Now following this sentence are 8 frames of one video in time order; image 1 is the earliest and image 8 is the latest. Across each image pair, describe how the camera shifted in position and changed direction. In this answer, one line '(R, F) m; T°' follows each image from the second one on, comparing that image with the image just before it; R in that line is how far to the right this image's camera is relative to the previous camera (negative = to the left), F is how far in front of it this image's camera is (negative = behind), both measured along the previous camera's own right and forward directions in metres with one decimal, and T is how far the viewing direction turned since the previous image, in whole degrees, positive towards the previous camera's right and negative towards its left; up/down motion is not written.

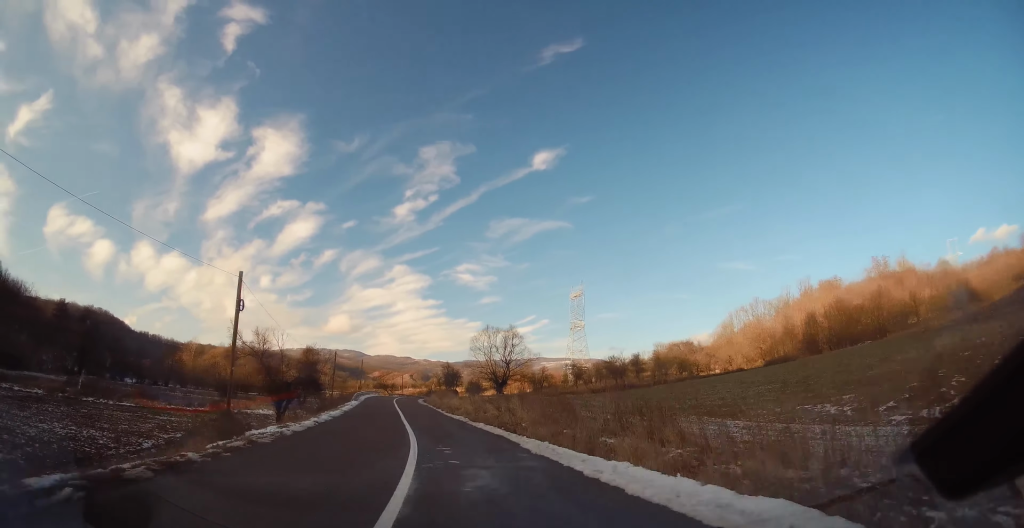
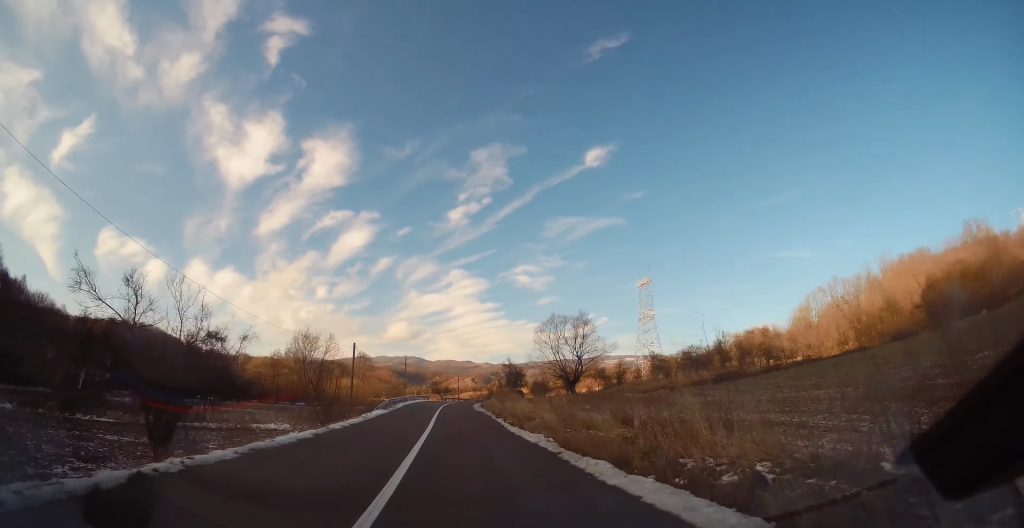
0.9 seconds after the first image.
(-0.5, +15.1) m; -4°
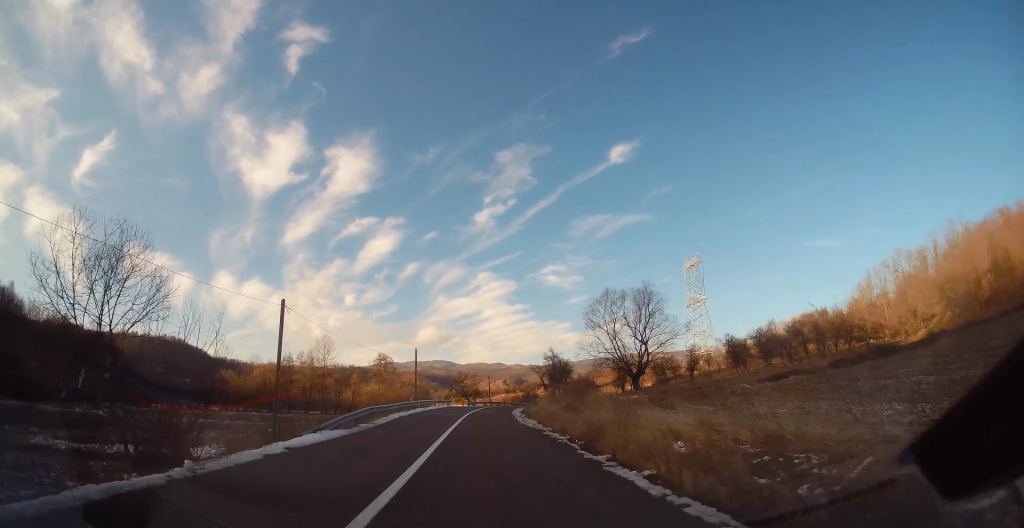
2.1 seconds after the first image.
(-0.8, +19.9) m; -3°
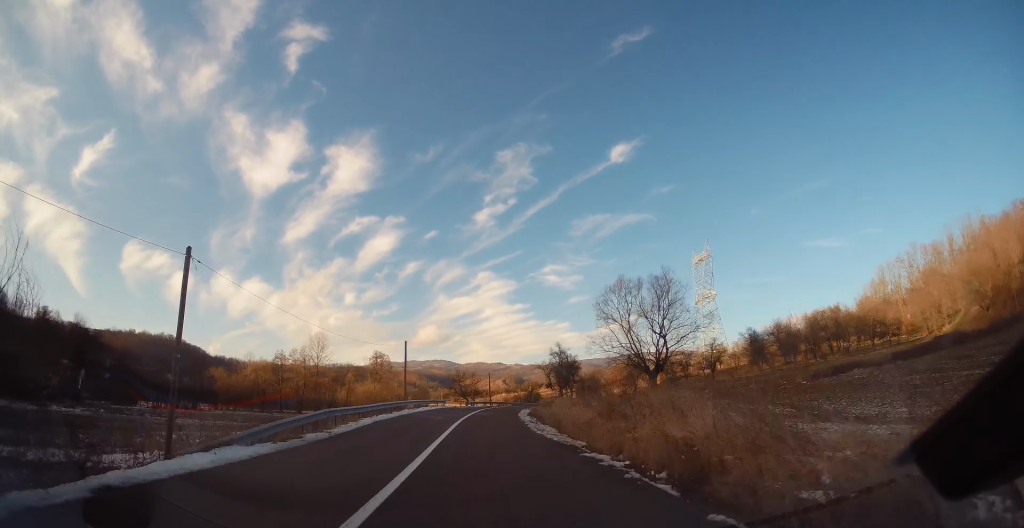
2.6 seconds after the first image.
(-0.1, +7.2) m; 0°
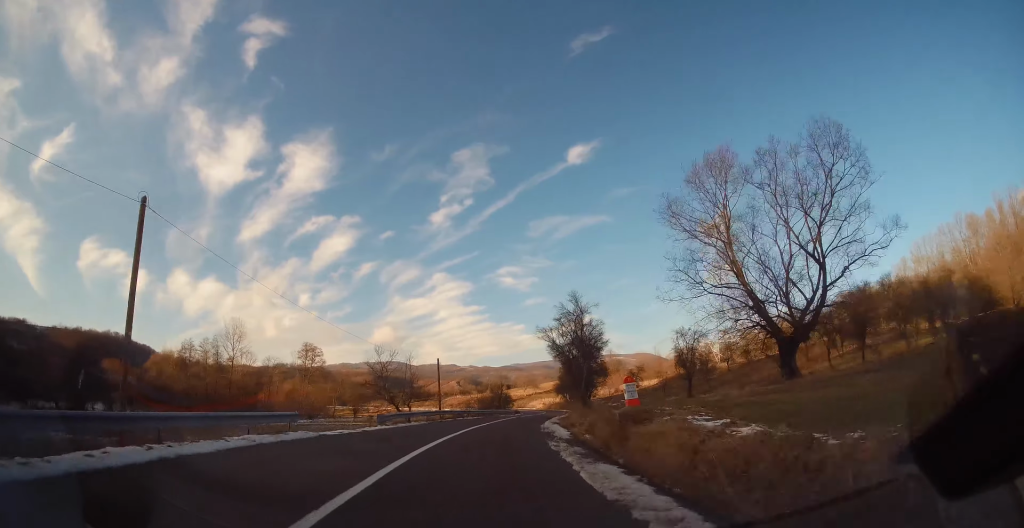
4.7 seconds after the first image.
(+1.9, +35.0) m; +7°
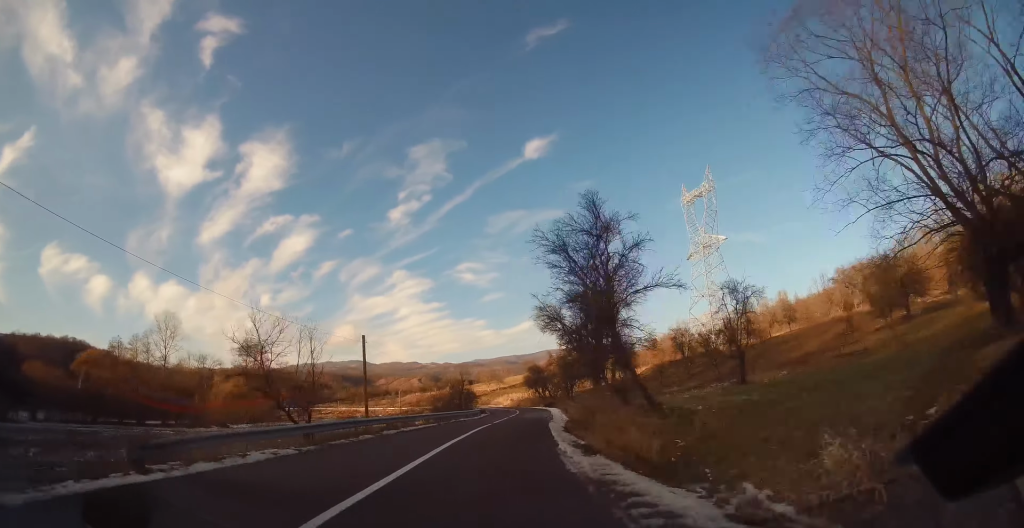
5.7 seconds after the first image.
(+0.7, +16.8) m; +3°
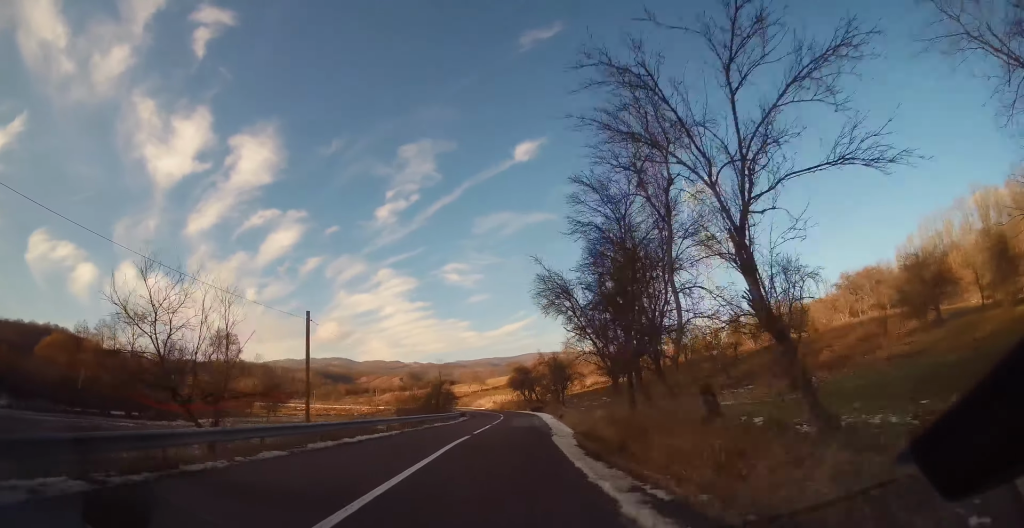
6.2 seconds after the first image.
(-0.2, +7.6) m; +1°
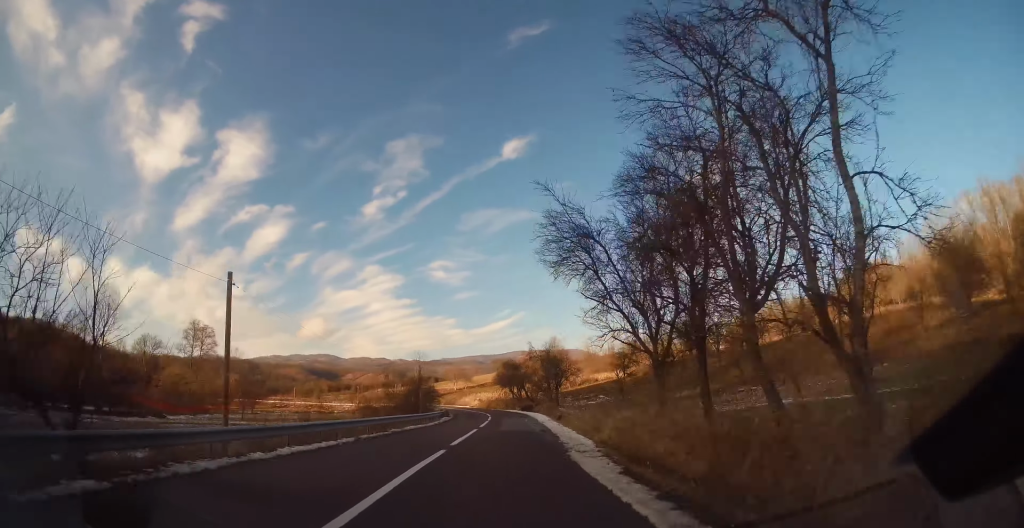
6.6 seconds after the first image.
(0.0, +6.5) m; +1°
